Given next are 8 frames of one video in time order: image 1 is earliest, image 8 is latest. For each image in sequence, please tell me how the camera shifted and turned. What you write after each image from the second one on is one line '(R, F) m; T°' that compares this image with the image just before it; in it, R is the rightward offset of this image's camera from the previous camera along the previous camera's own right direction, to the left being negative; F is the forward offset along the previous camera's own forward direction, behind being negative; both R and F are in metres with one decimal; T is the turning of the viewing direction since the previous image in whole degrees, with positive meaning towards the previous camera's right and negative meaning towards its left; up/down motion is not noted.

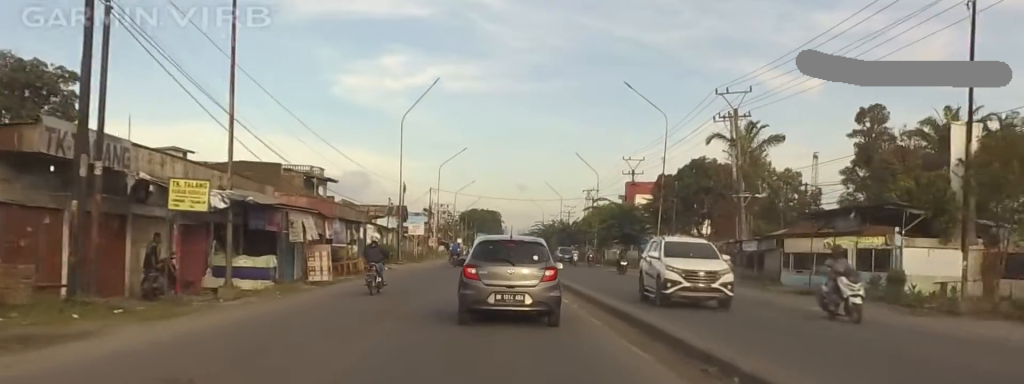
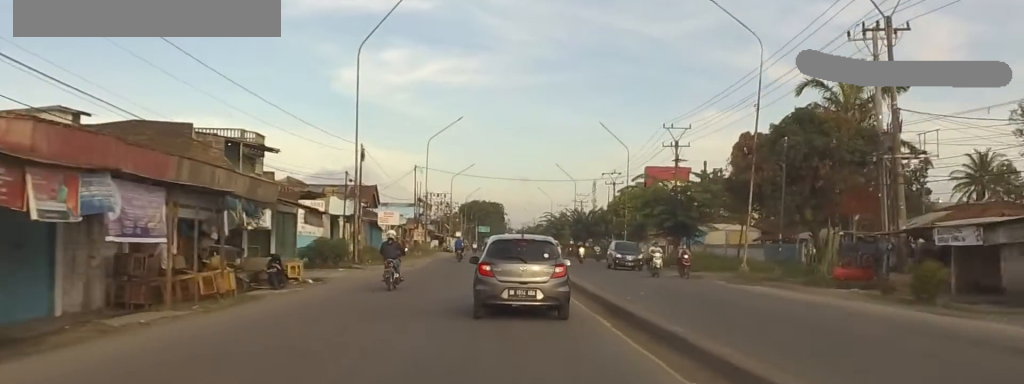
(0.0, +20.5) m; 0°
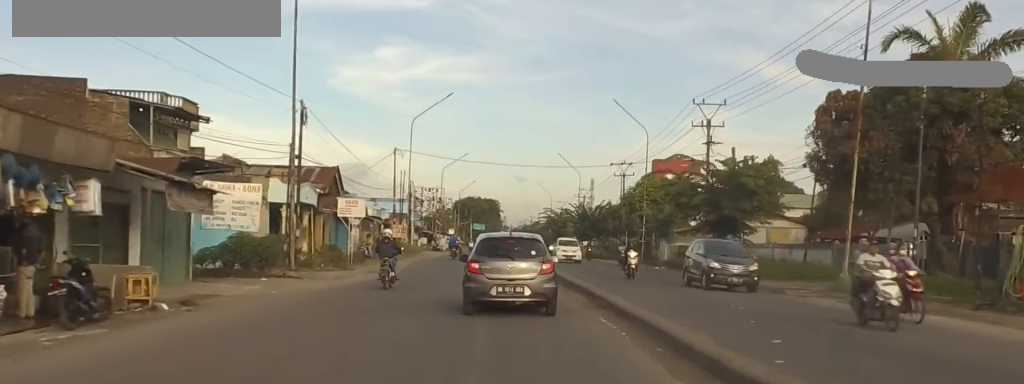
(0.0, +12.1) m; 0°
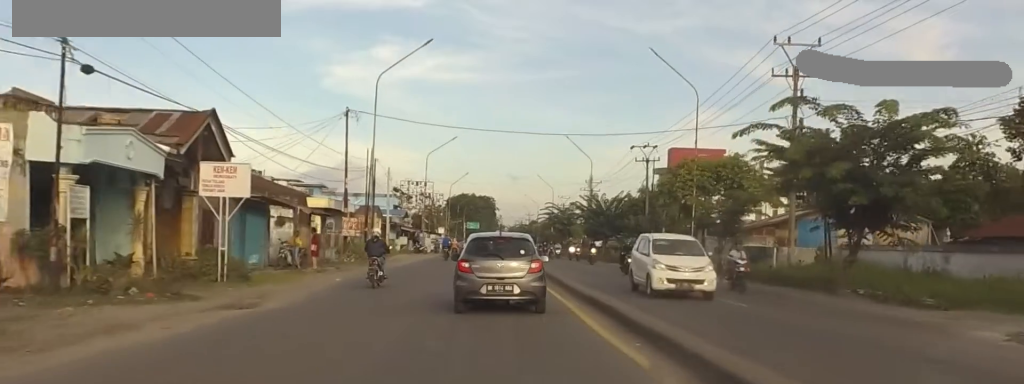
(0.0, +18.8) m; 0°
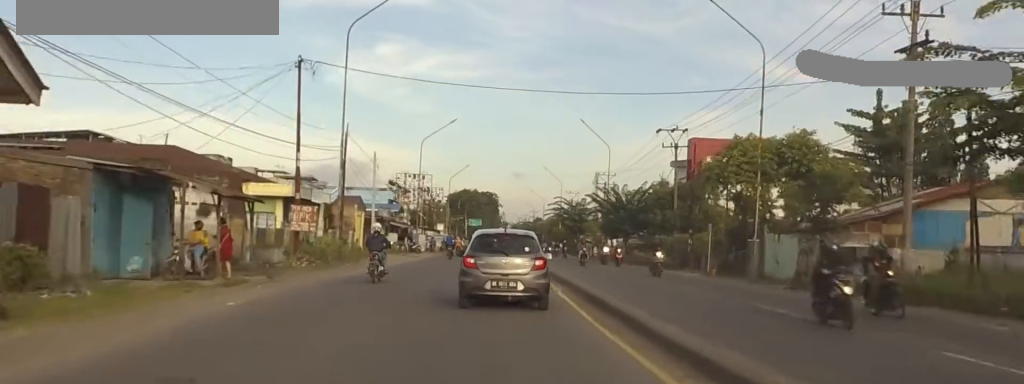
(0.0, +11.7) m; 0°
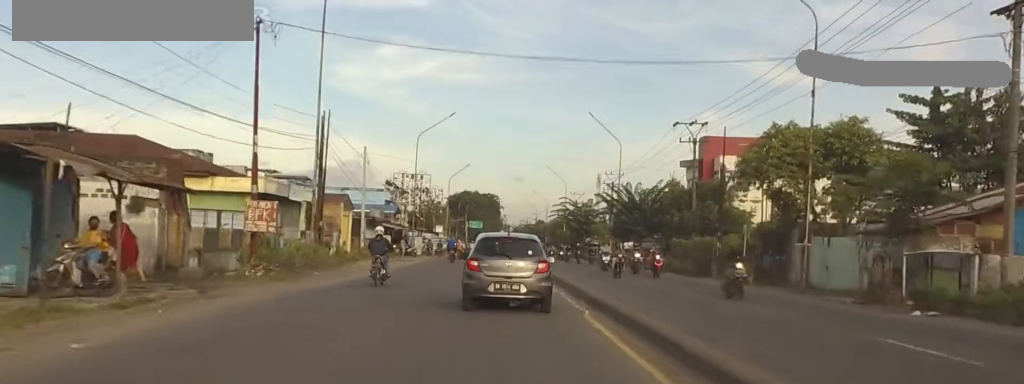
(0.0, +6.1) m; 0°
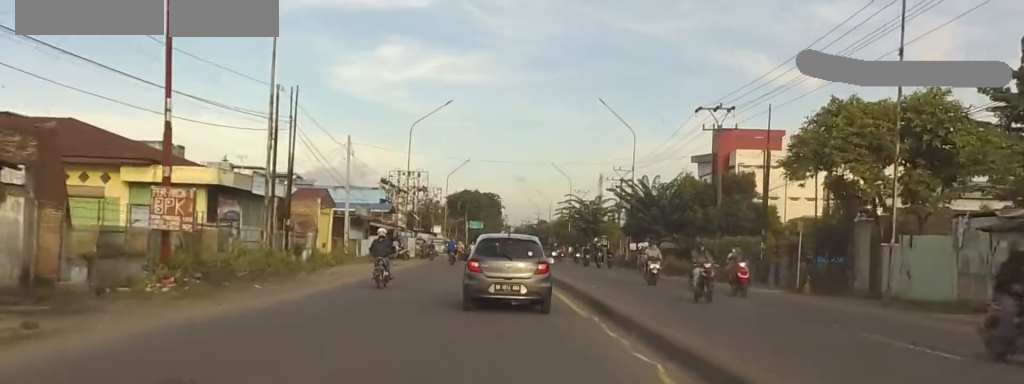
(0.0, +7.1) m; 0°
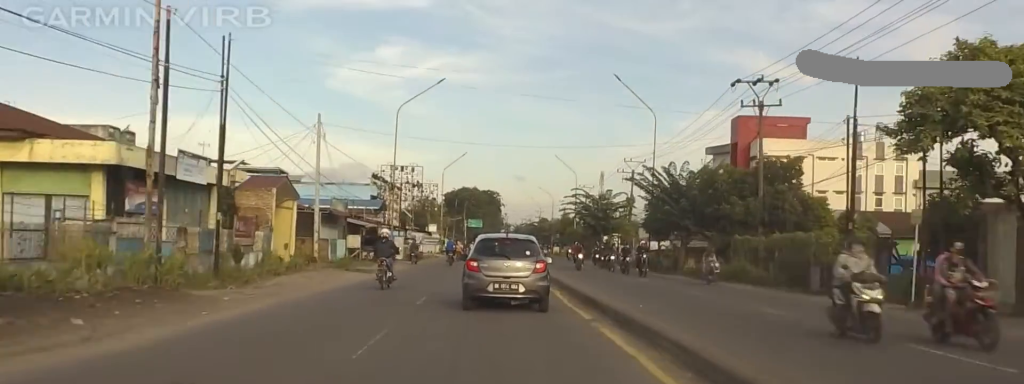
(0.0, +9.2) m; 0°
